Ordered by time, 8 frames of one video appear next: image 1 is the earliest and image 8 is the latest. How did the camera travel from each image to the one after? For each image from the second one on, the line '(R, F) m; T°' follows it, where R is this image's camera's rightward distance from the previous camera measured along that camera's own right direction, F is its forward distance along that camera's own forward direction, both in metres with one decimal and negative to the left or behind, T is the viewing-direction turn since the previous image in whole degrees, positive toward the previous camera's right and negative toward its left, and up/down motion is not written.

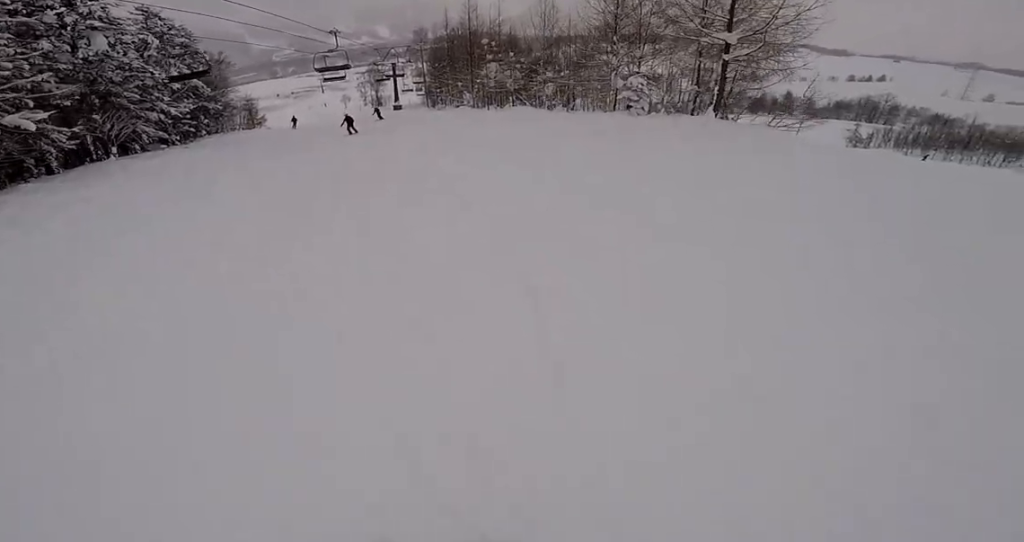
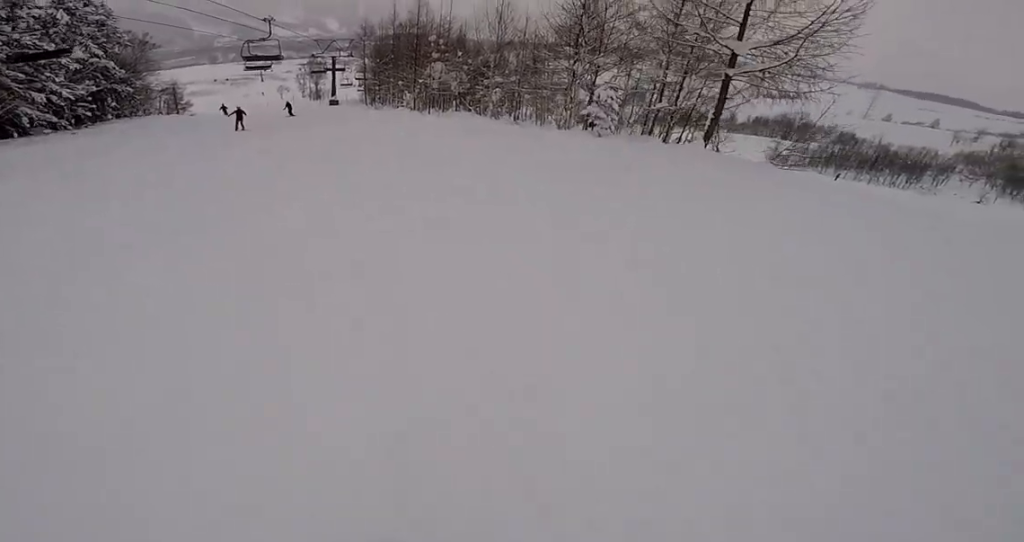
(+0.9, +3.1) m; 0°
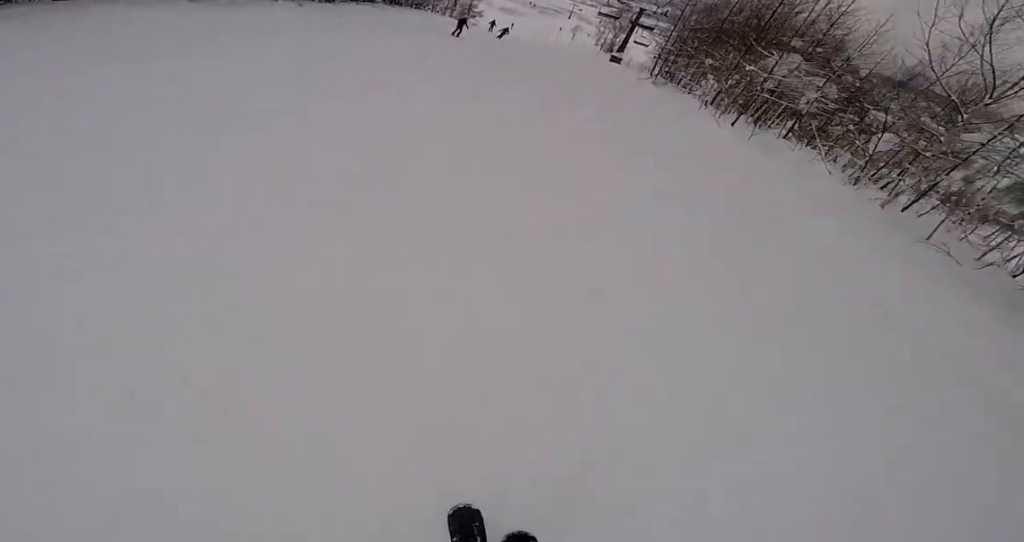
(-1.0, +8.7) m; -22°
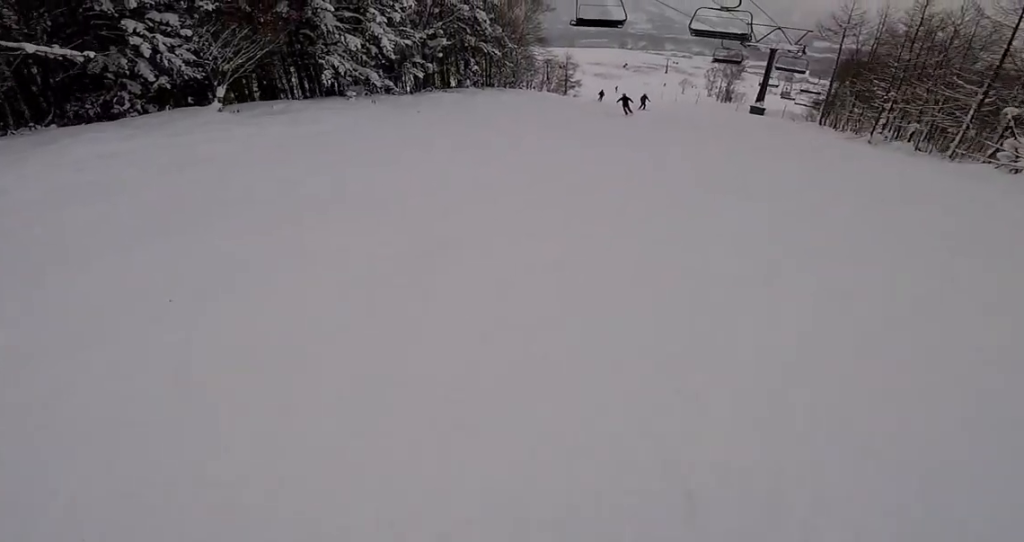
(-1.0, +6.9) m; -2°
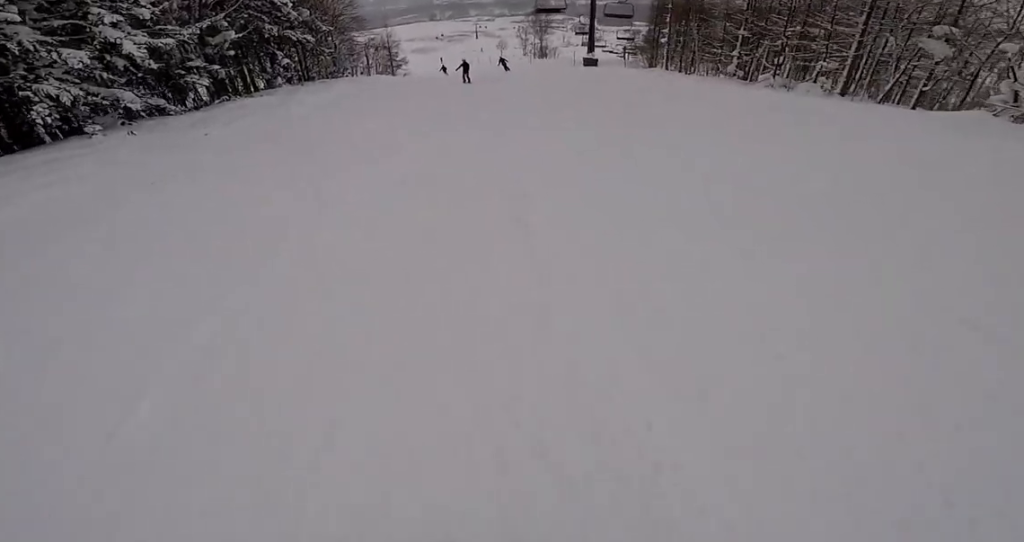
(+0.6, +5.0) m; +10°
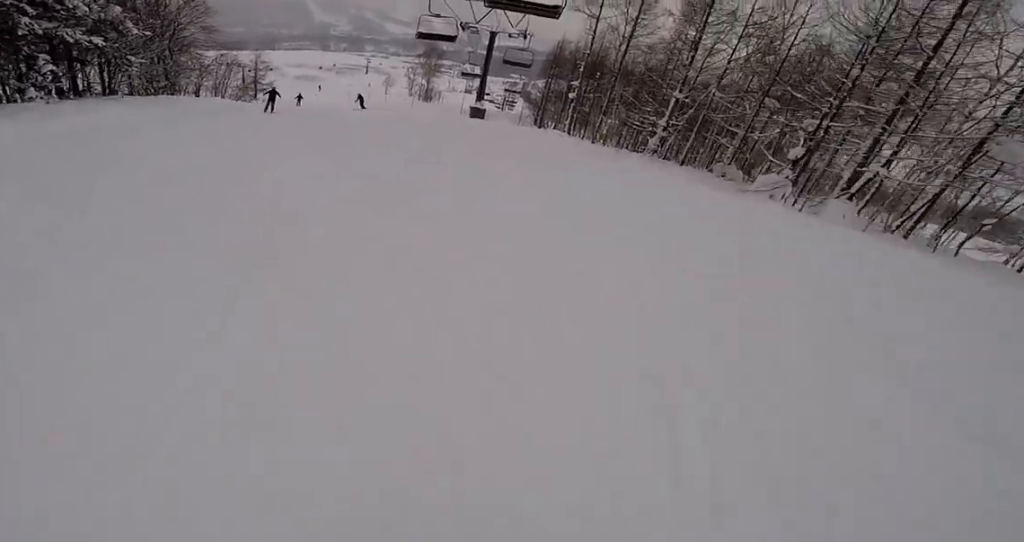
(+1.2, +7.8) m; +5°
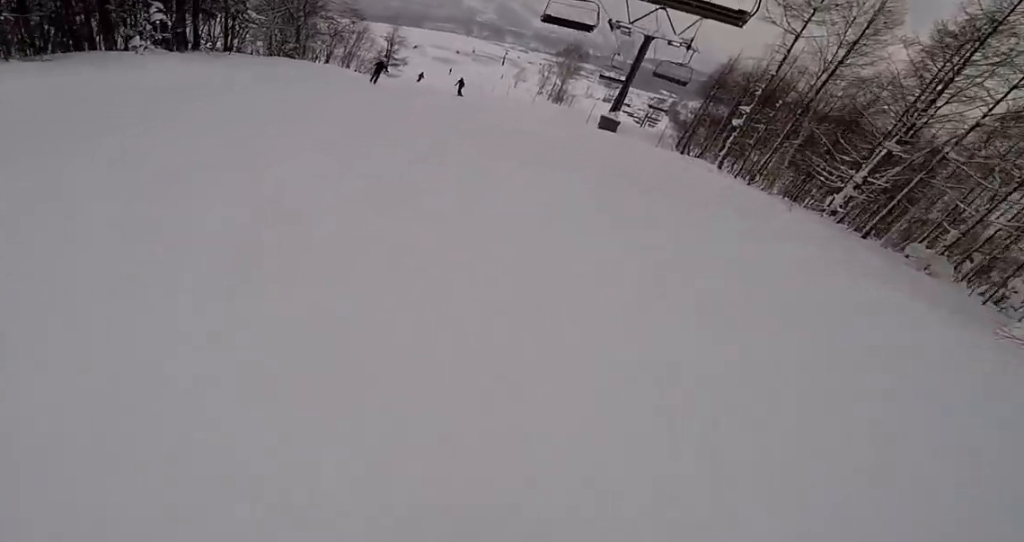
(-0.1, +2.8) m; -4°
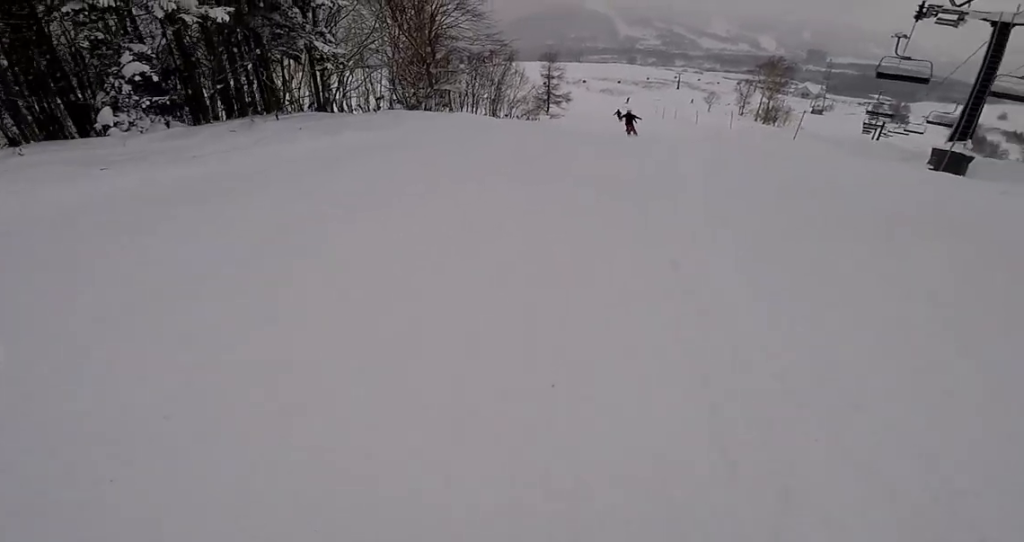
(-2.3, +10.8) m; -4°
